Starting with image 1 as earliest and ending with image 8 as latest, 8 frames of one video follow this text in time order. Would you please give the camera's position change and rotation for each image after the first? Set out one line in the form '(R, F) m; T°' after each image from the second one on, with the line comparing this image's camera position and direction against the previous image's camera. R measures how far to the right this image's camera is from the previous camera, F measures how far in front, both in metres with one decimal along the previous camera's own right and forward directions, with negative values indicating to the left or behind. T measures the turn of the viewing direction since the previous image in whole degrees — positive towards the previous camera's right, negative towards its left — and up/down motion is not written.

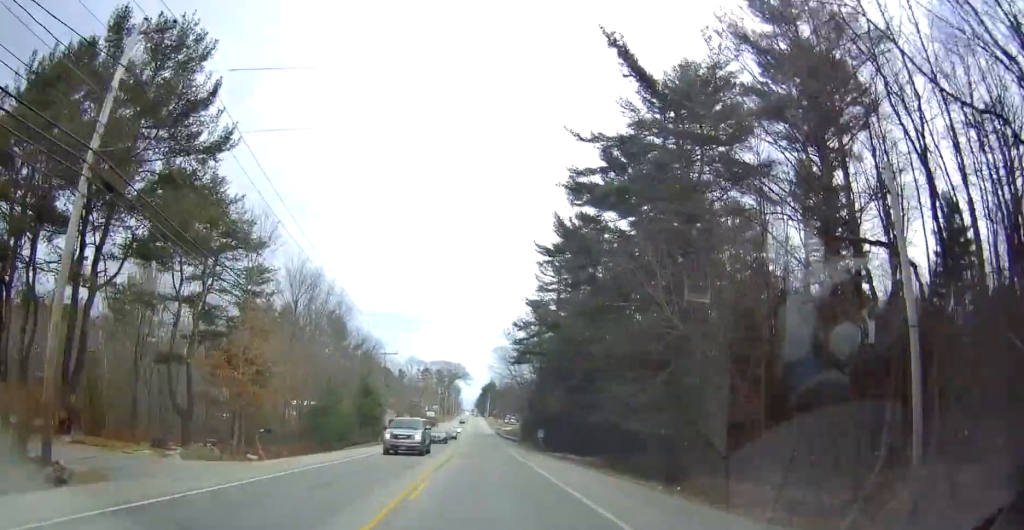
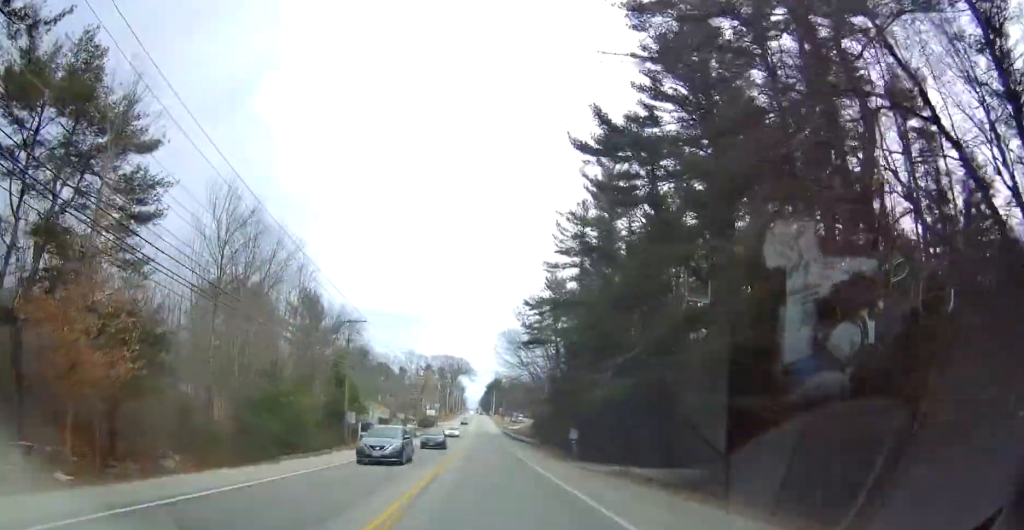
(+0.3, +18.1) m; 0°
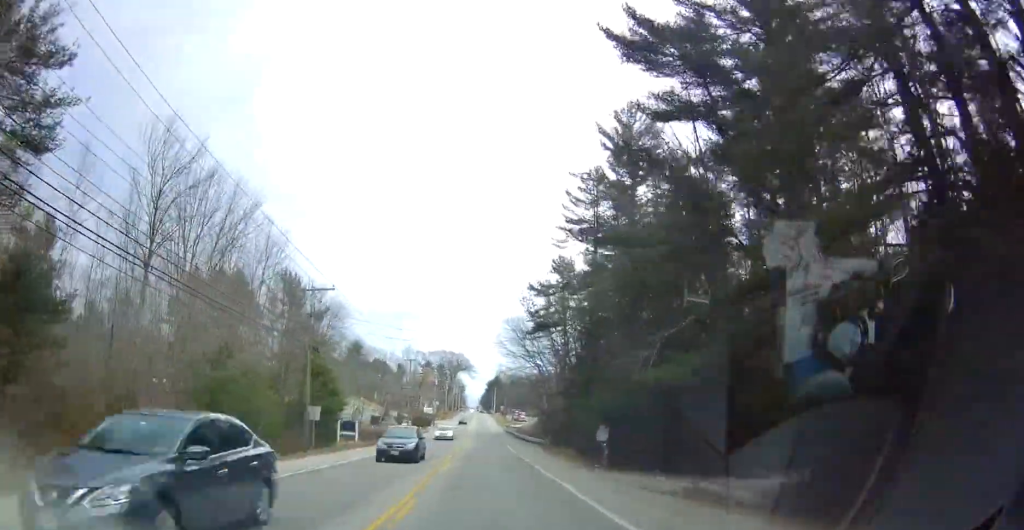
(+0.2, +9.4) m; -2°
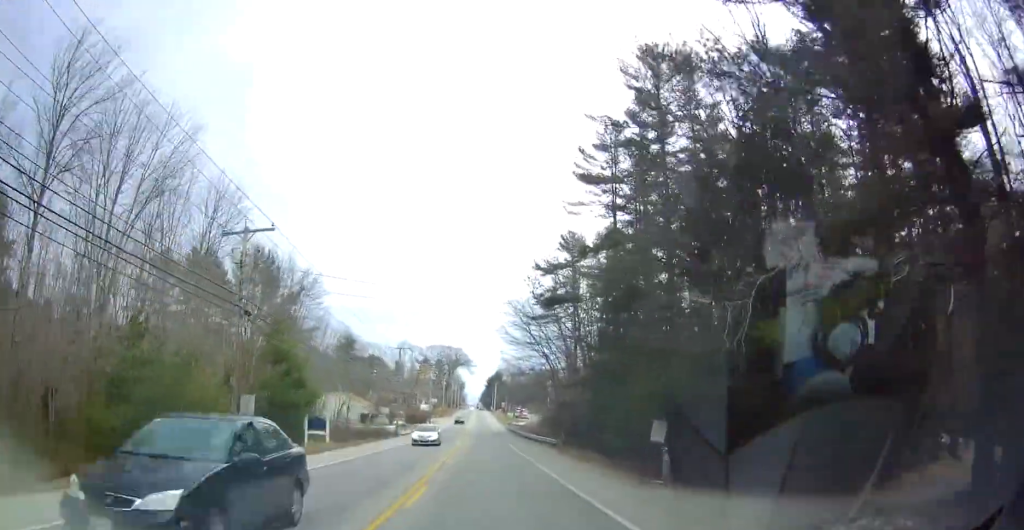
(-0.3, +10.0) m; 0°
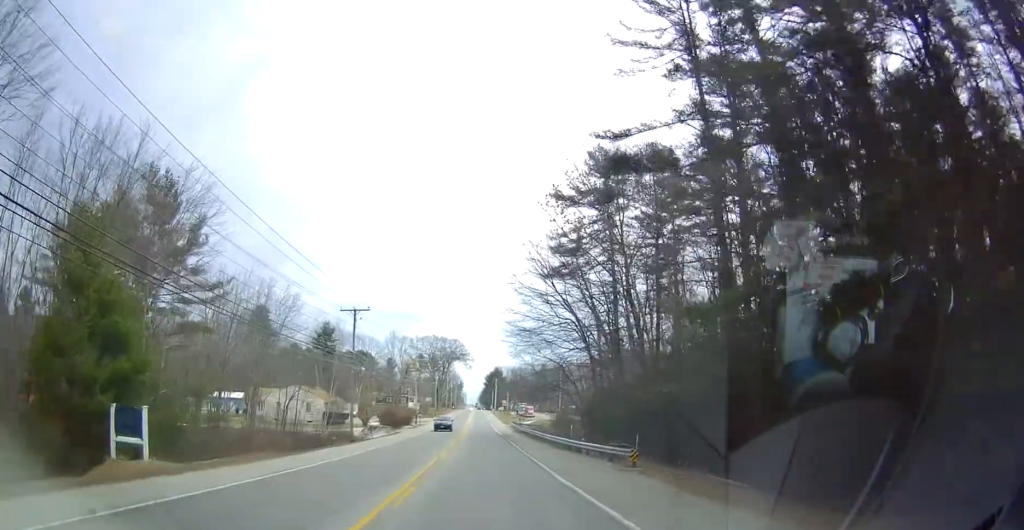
(0.0, +24.3) m; +1°
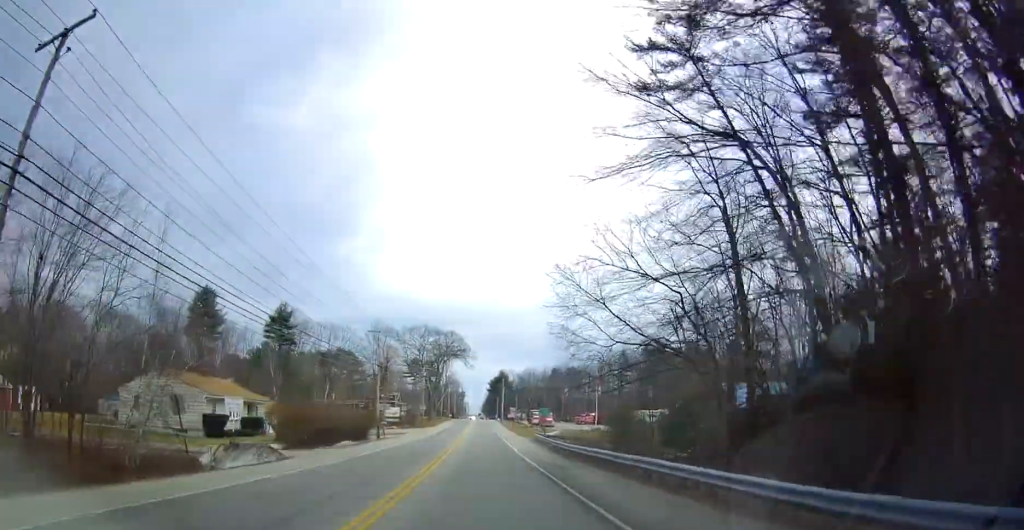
(-0.9, +37.5) m; -2°
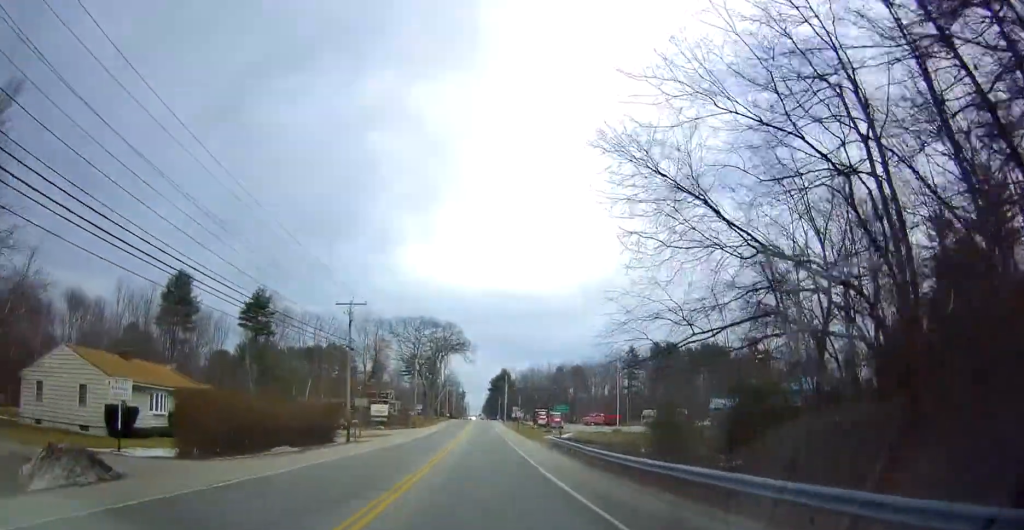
(-0.1, +13.4) m; +1°
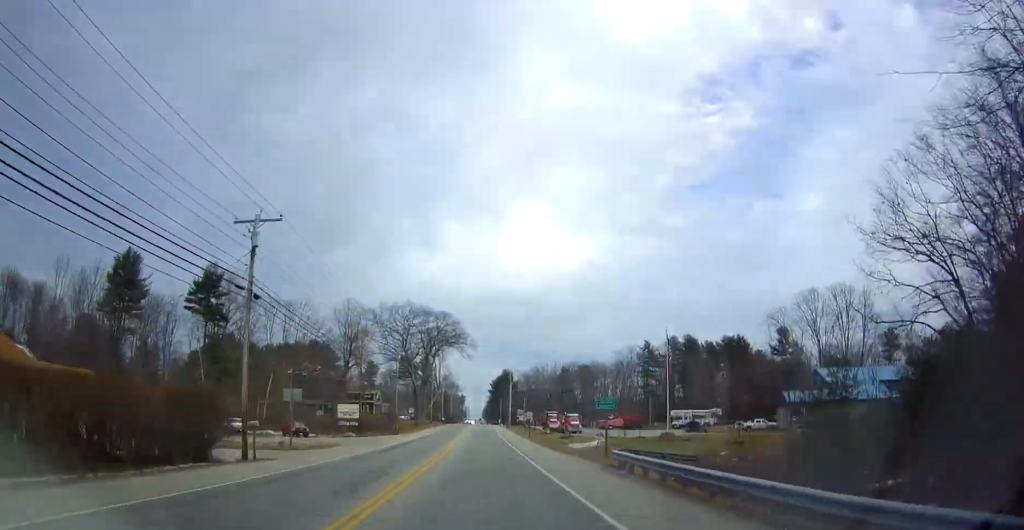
(+0.7, +20.3) m; +1°
